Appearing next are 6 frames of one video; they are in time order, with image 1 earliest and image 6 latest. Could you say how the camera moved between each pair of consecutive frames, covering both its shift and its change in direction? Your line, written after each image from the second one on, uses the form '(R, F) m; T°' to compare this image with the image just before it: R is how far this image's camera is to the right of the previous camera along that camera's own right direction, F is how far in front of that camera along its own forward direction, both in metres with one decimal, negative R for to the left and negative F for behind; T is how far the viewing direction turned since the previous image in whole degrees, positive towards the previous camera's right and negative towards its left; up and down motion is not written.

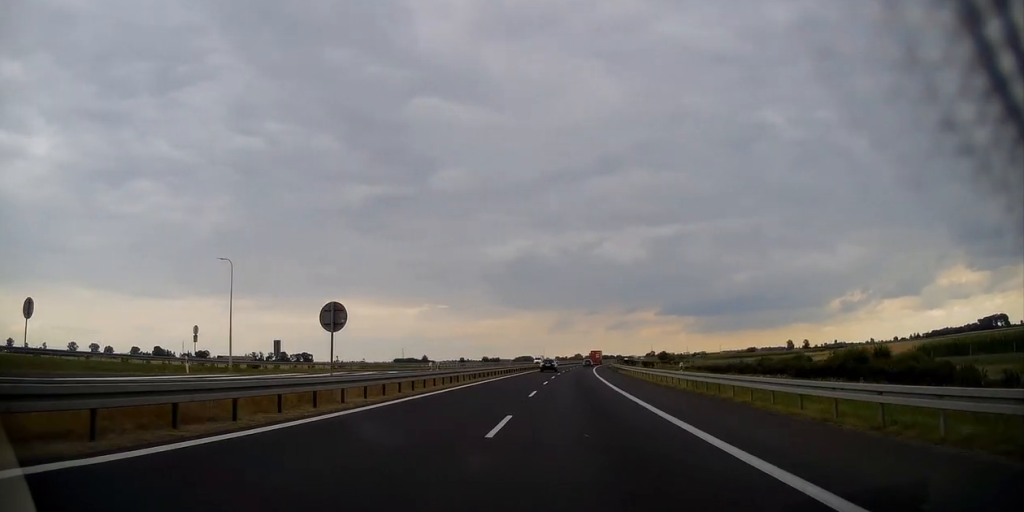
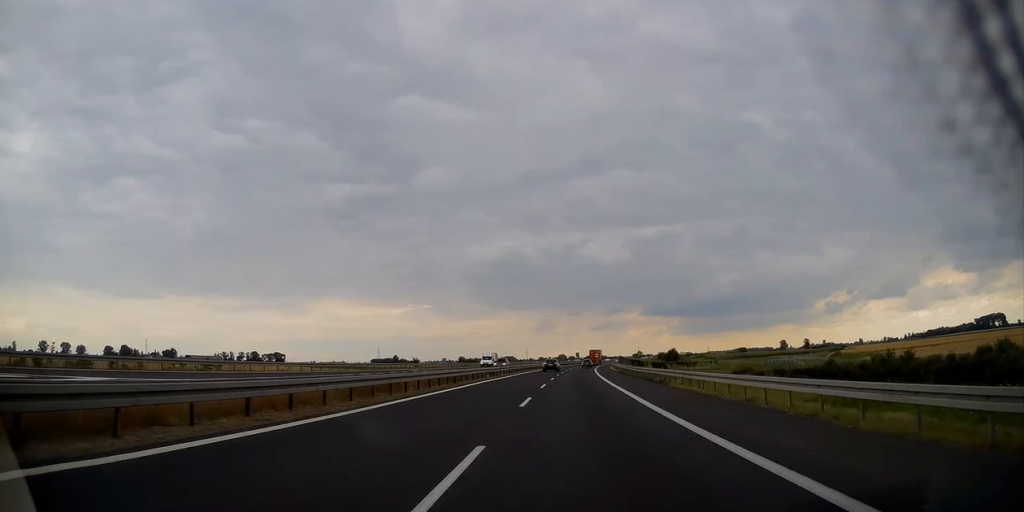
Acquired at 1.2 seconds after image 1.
(+0.7, +41.3) m; +1°
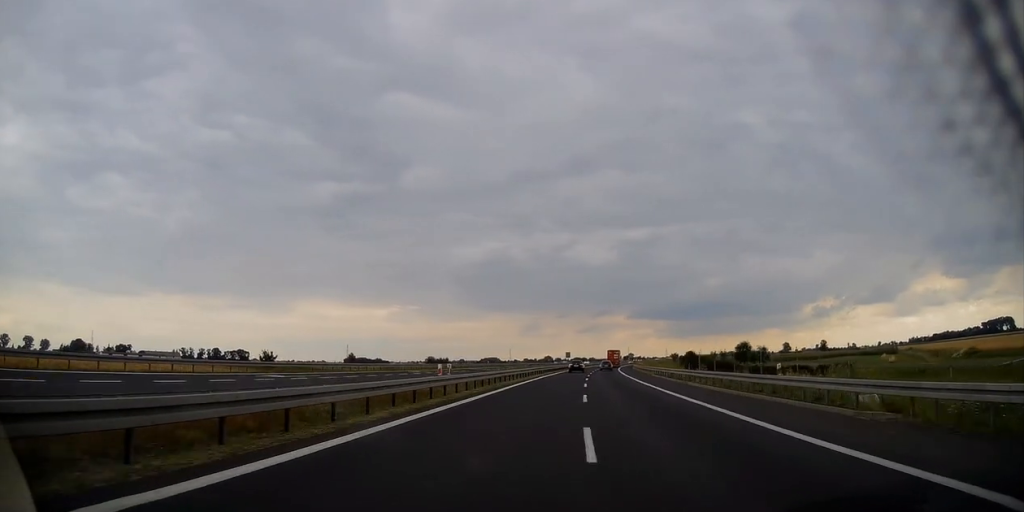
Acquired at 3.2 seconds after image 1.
(+0.9, +69.7) m; +2°
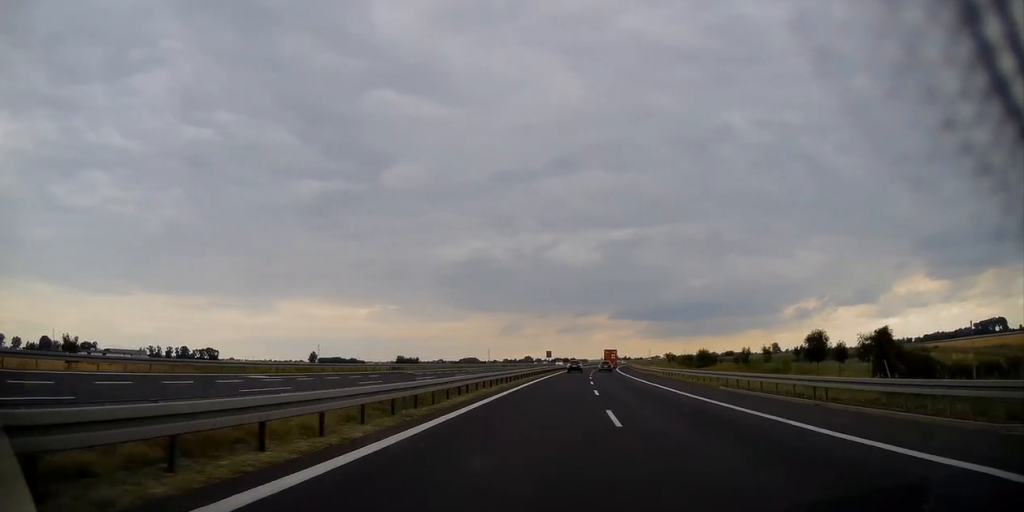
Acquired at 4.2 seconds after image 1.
(+0.2, +31.9) m; +1°
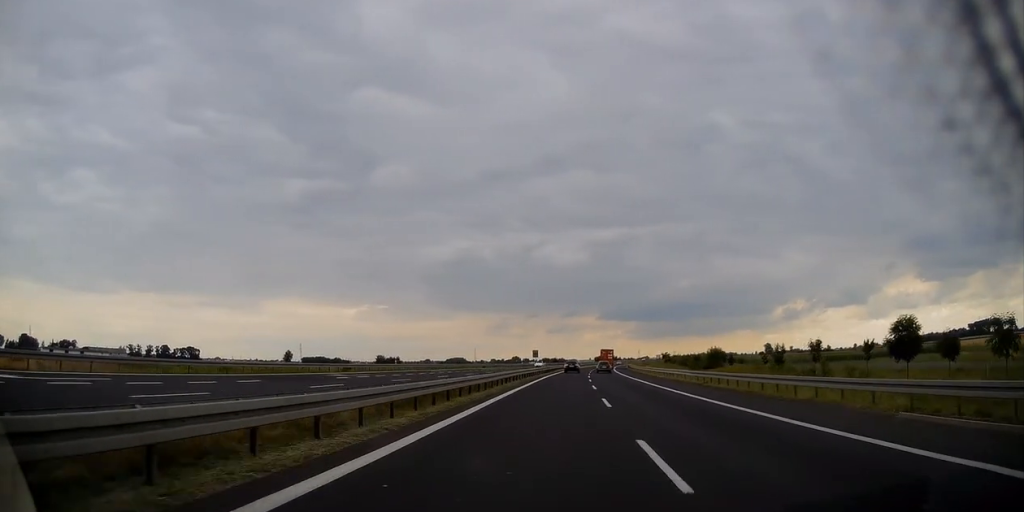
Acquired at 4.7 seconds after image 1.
(+0.1, +18.2) m; +1°
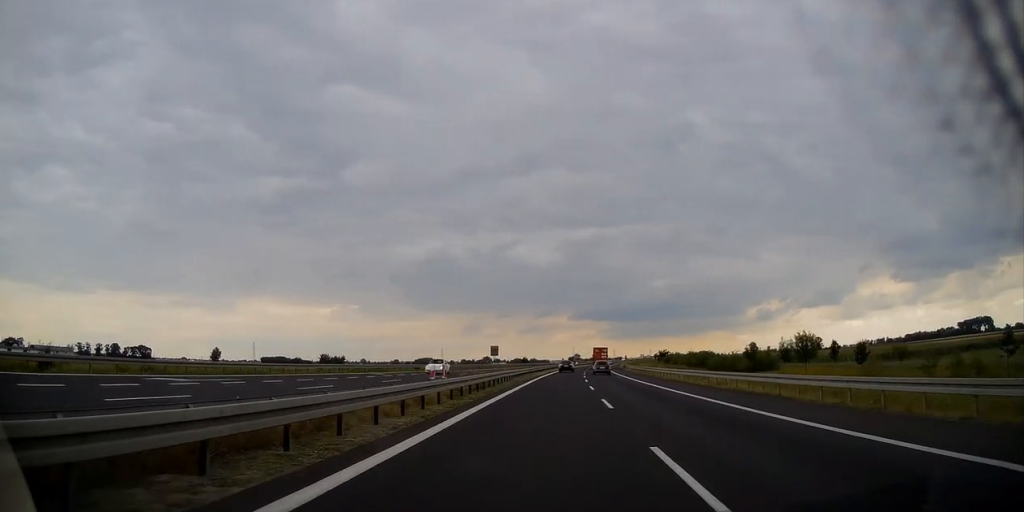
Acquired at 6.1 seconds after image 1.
(+1.2, +49.1) m; +2°
